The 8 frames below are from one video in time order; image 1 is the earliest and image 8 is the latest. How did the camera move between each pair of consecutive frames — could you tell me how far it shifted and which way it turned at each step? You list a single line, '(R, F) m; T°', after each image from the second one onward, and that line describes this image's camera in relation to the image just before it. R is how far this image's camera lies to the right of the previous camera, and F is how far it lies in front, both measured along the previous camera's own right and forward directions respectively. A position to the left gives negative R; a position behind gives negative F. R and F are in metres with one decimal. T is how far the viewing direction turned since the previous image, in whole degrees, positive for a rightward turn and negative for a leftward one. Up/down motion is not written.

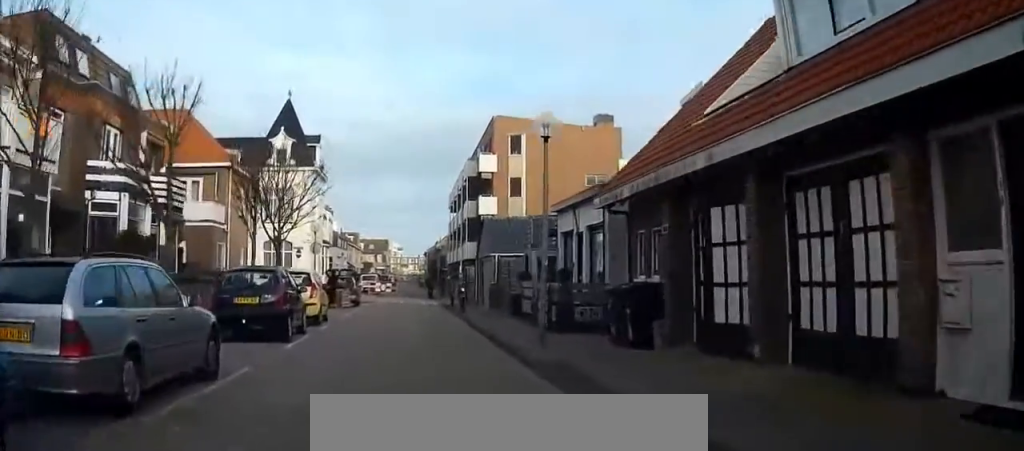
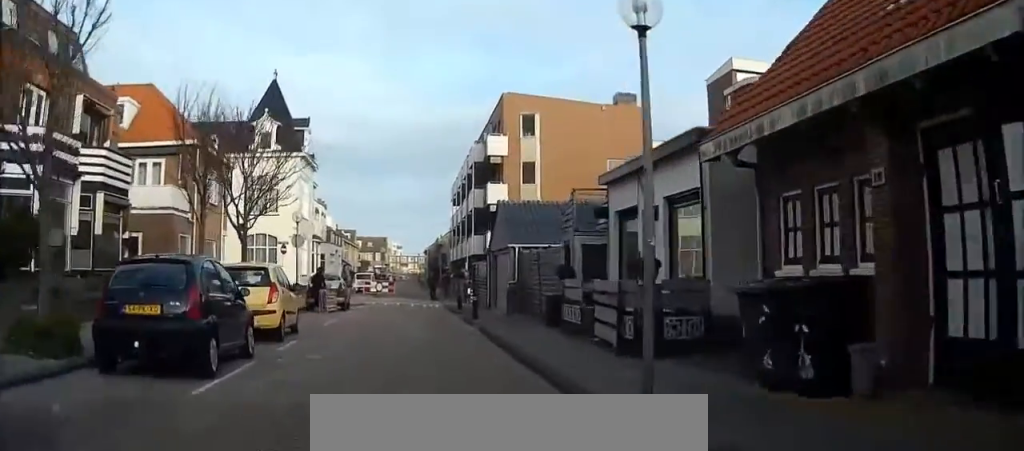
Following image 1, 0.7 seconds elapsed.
(0.0, +6.0) m; 0°
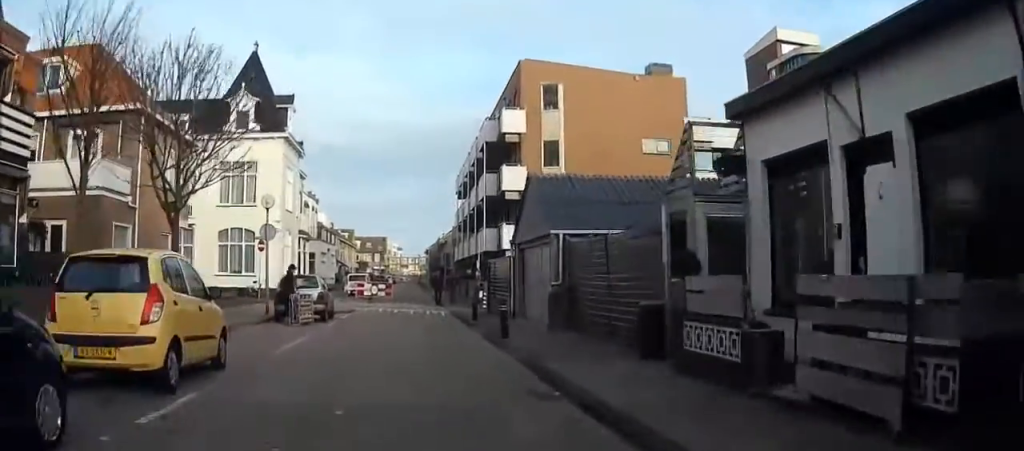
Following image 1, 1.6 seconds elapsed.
(0.0, +7.1) m; +1°
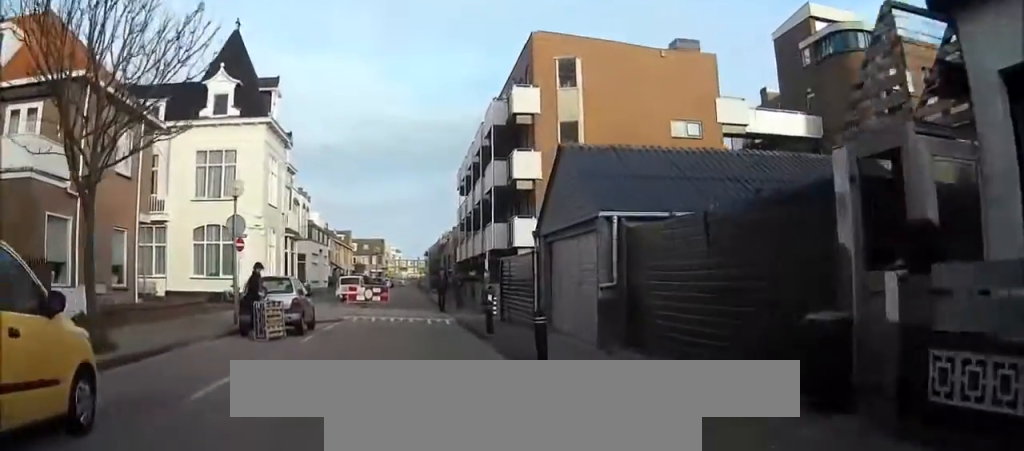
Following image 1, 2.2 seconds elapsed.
(+0.1, +4.6) m; +1°
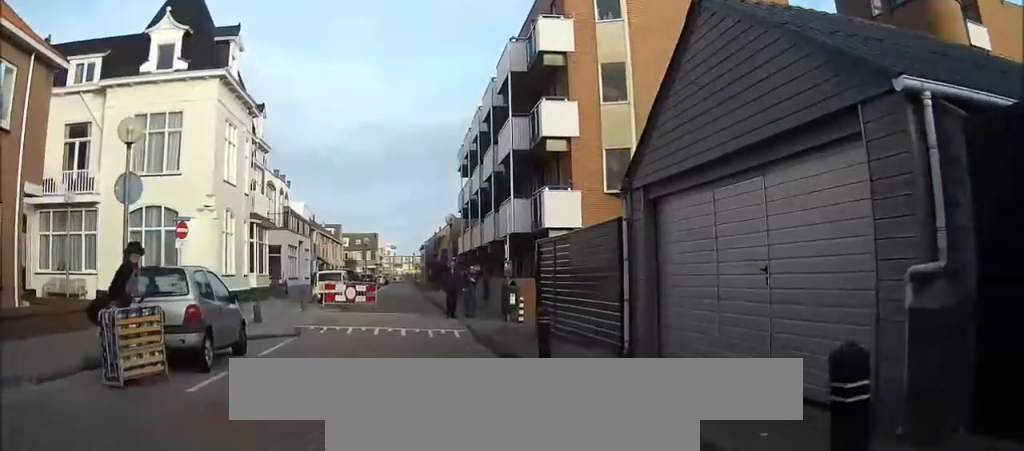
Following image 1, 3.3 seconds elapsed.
(+0.1, +8.0) m; 0°
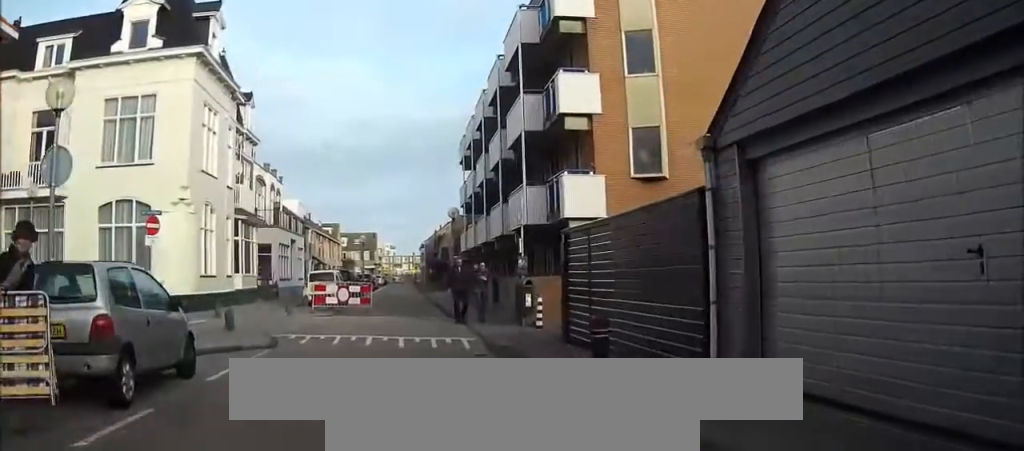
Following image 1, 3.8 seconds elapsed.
(0.0, +3.0) m; 0°
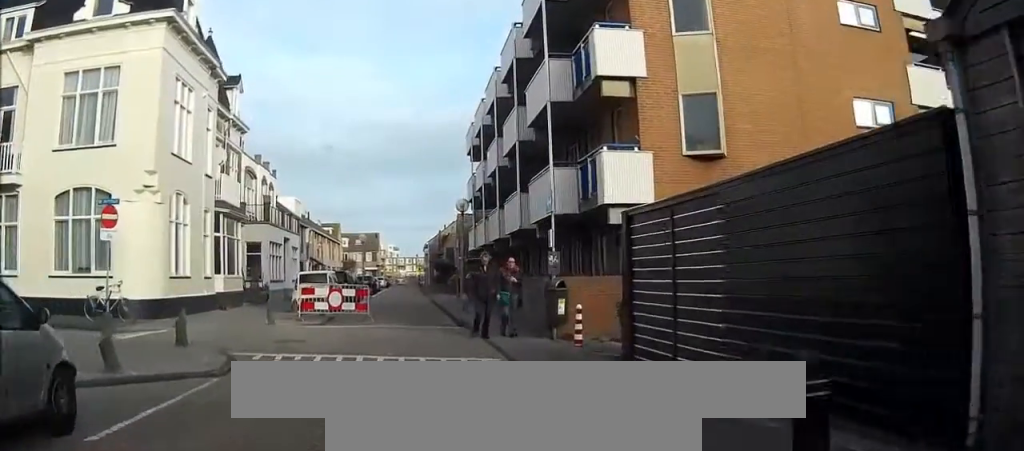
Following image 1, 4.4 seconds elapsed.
(-0.1, +3.7) m; 0°
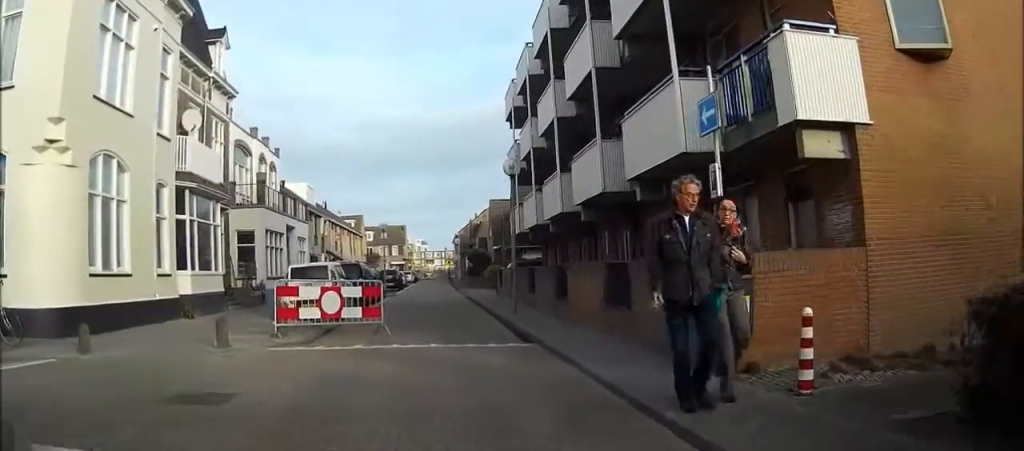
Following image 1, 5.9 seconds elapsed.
(0.0, +7.2) m; -5°
